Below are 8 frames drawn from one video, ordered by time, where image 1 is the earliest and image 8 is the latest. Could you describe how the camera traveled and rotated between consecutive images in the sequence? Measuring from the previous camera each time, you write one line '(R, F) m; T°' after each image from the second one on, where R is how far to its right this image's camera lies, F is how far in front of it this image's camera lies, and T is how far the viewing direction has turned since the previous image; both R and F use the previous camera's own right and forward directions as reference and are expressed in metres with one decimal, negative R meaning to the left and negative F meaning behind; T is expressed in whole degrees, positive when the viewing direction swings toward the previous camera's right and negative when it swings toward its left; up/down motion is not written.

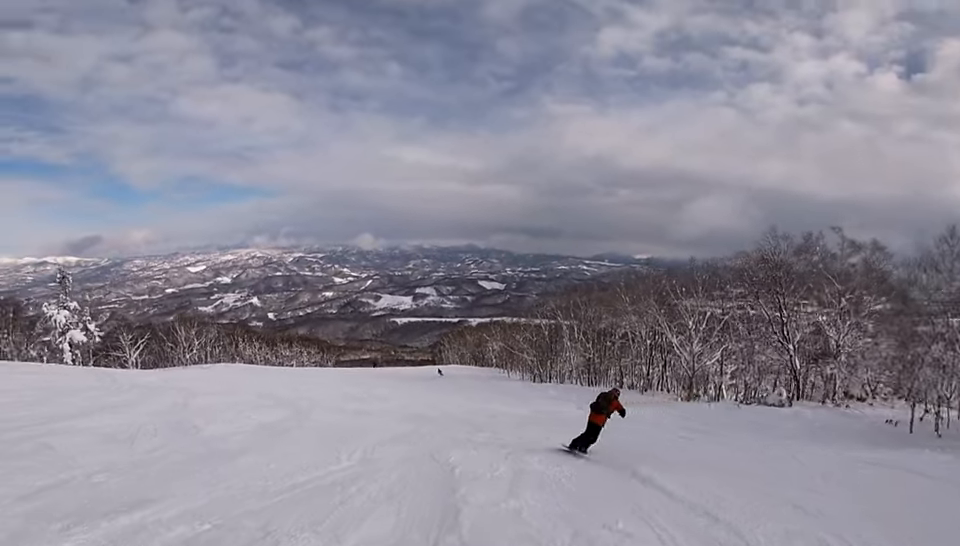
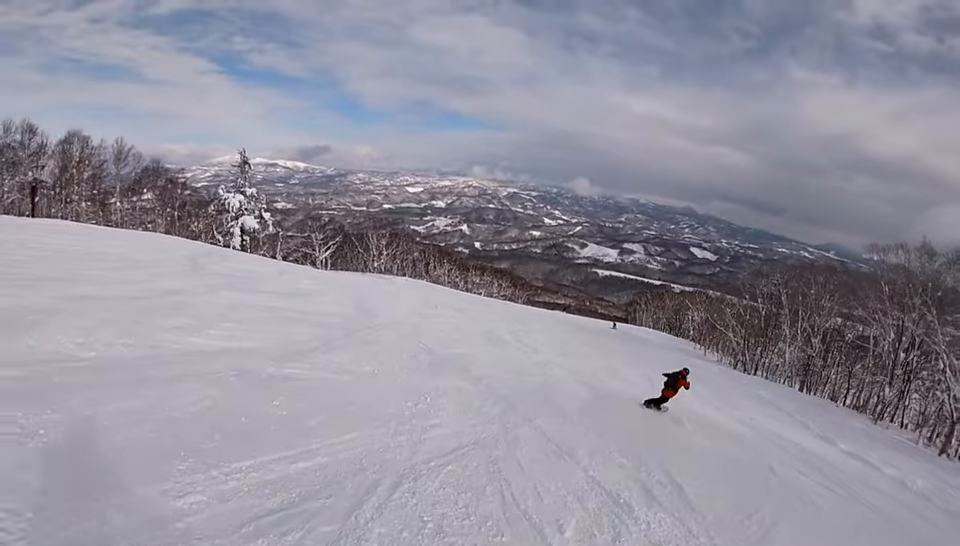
(-0.3, +8.4) m; -7°
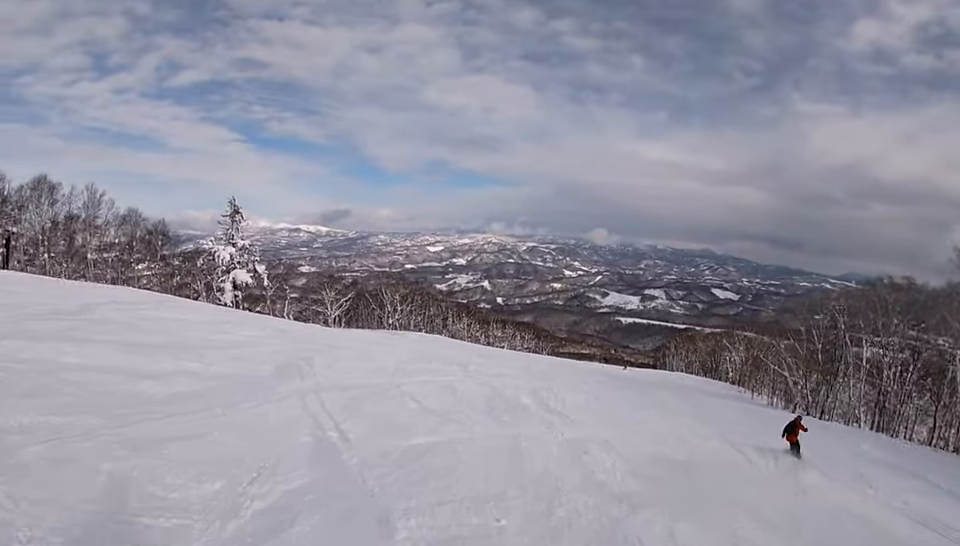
(-0.5, +7.0) m; -1°
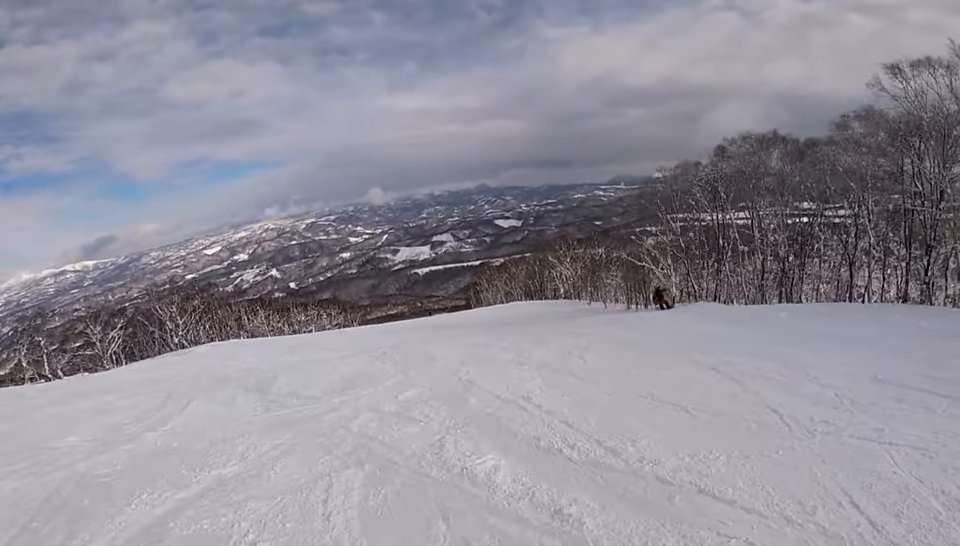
(+0.8, +11.4) m; +10°
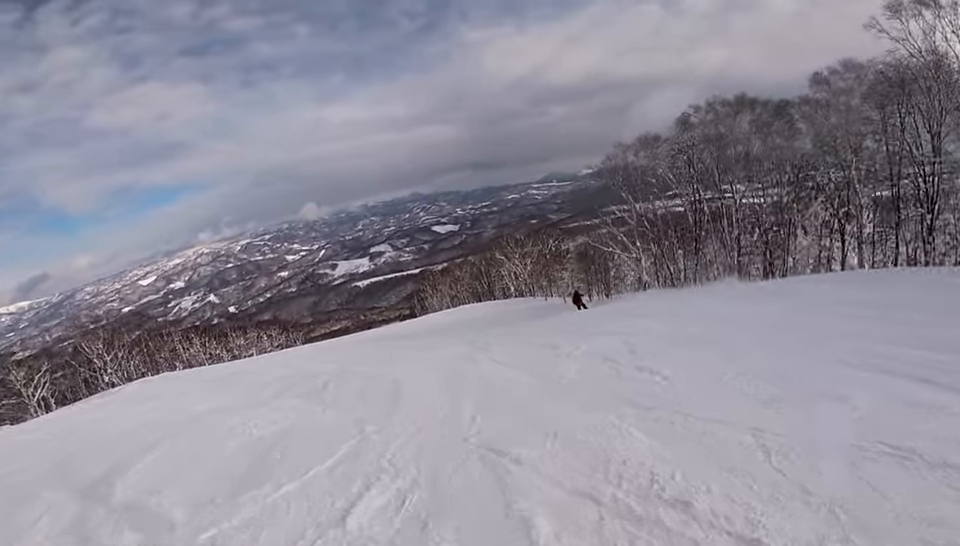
(+0.2, +5.0) m; +2°
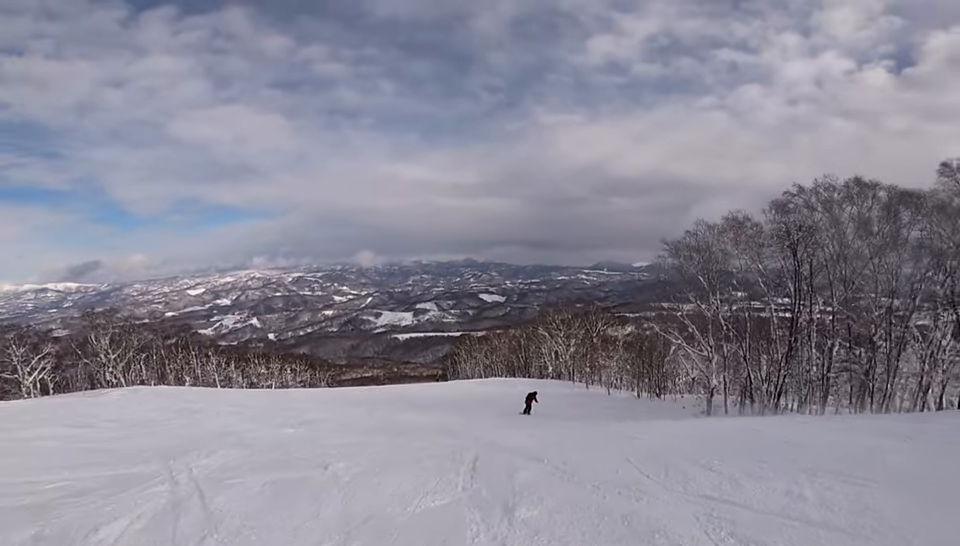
(0.0, +6.9) m; -3°
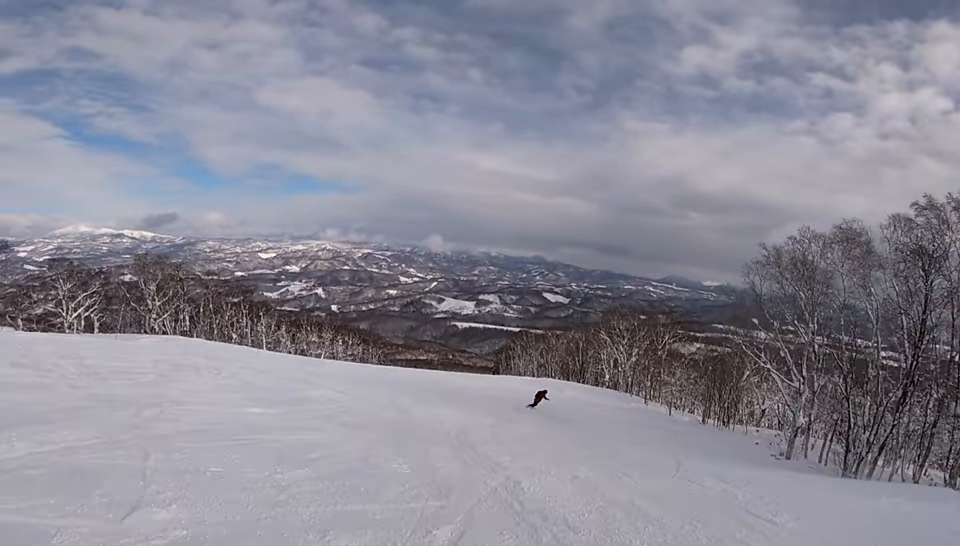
(-0.2, +4.4) m; -6°
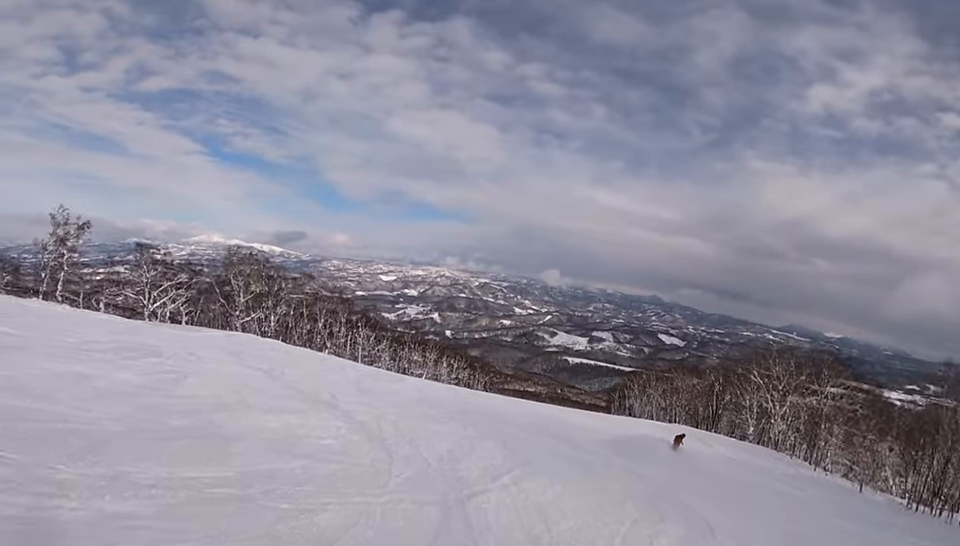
(-1.5, +10.9) m; -12°
